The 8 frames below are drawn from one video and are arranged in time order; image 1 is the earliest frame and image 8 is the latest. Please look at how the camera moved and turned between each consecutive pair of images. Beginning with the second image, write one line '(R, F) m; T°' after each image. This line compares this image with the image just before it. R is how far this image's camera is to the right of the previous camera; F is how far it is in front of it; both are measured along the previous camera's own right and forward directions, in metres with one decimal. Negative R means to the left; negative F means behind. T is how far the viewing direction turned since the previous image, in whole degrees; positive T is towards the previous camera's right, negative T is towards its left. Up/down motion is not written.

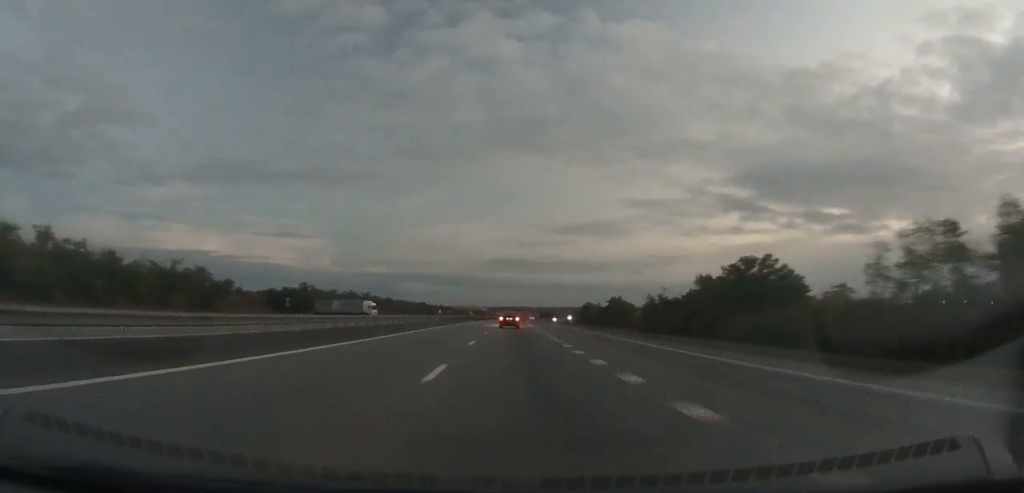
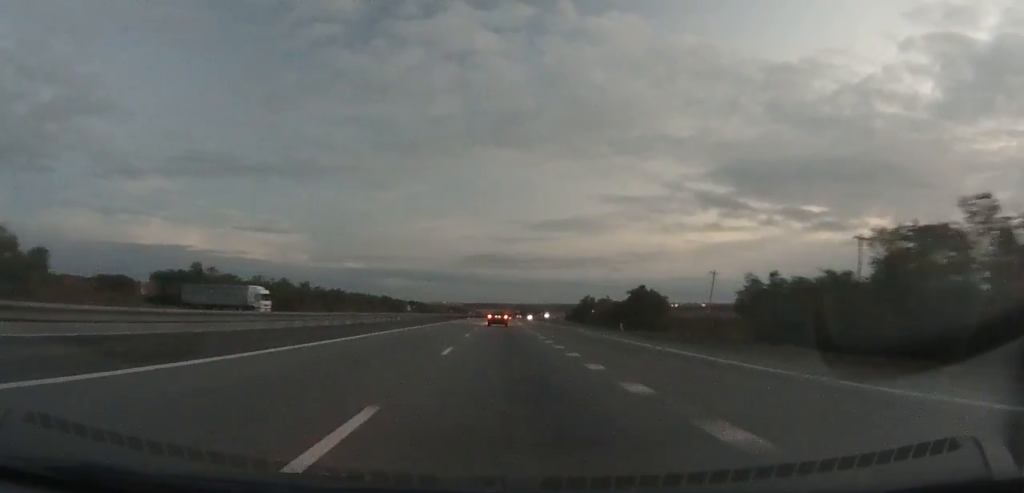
(+0.7, +47.6) m; +1°
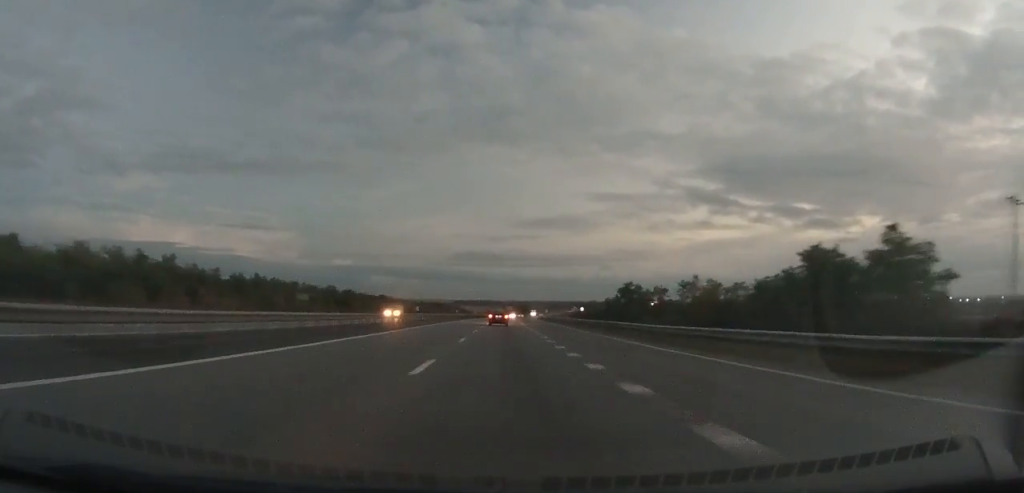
(+0.9, +70.0) m; +1°
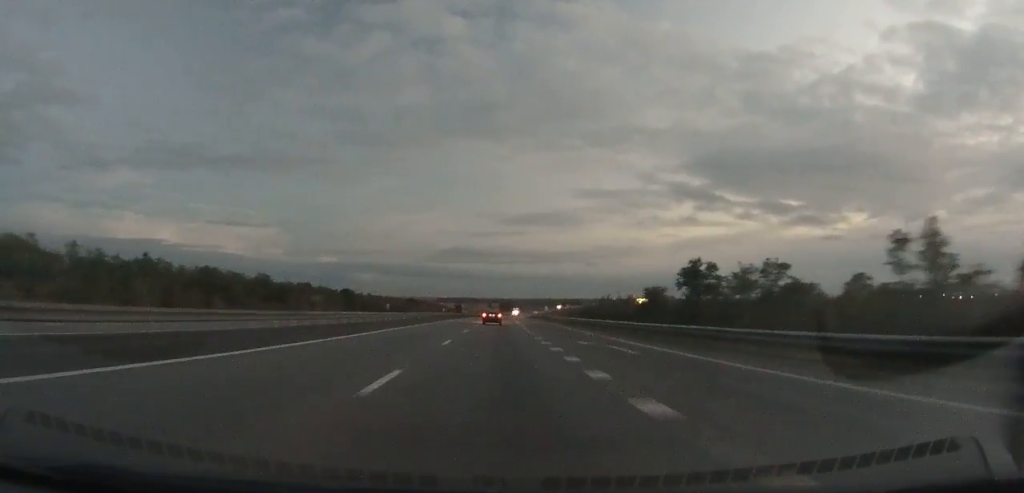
(+0.3, +48.1) m; +1°
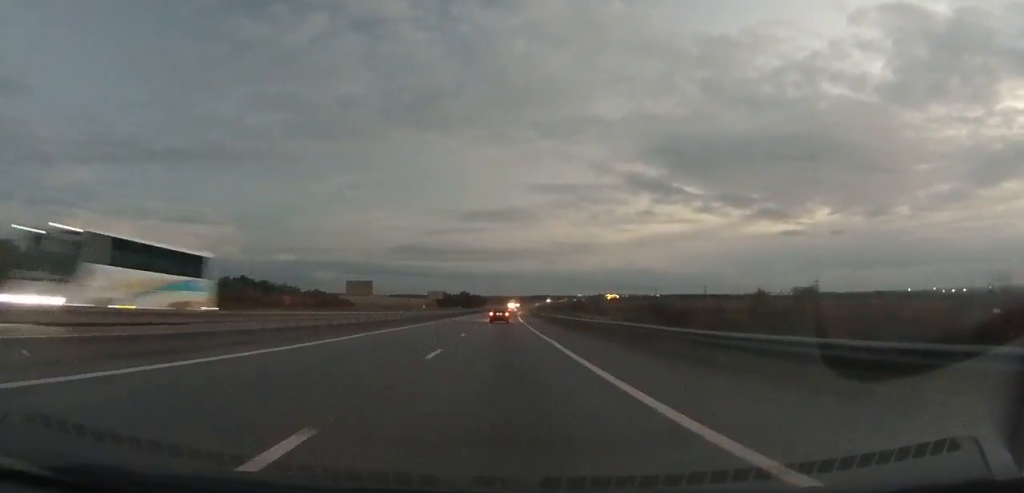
(+7.9, +216.7) m; +4°
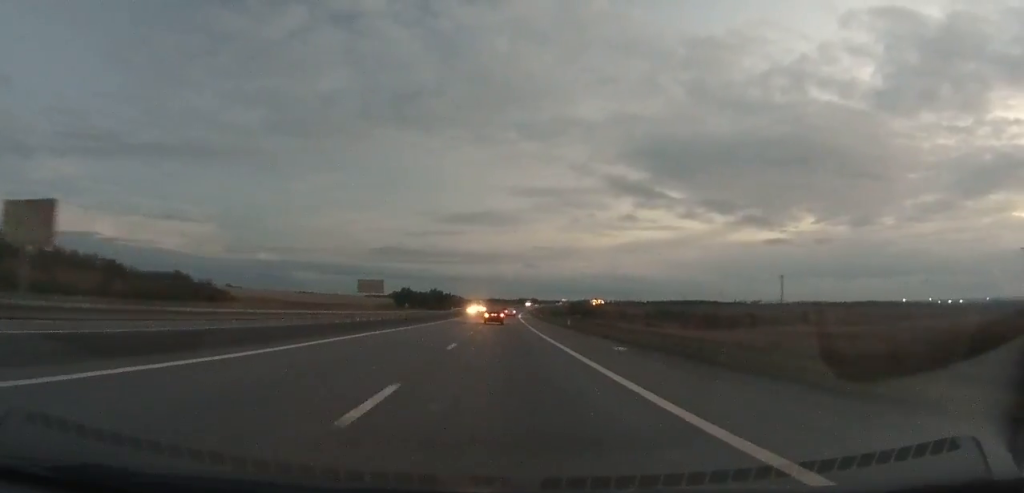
(+0.9, +91.8) m; +1°
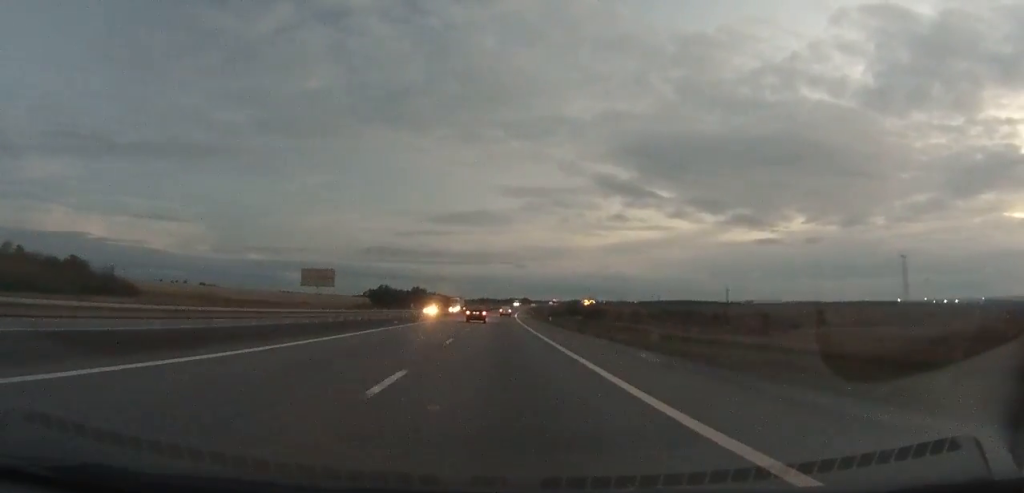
(+0.1, +35.5) m; +1°
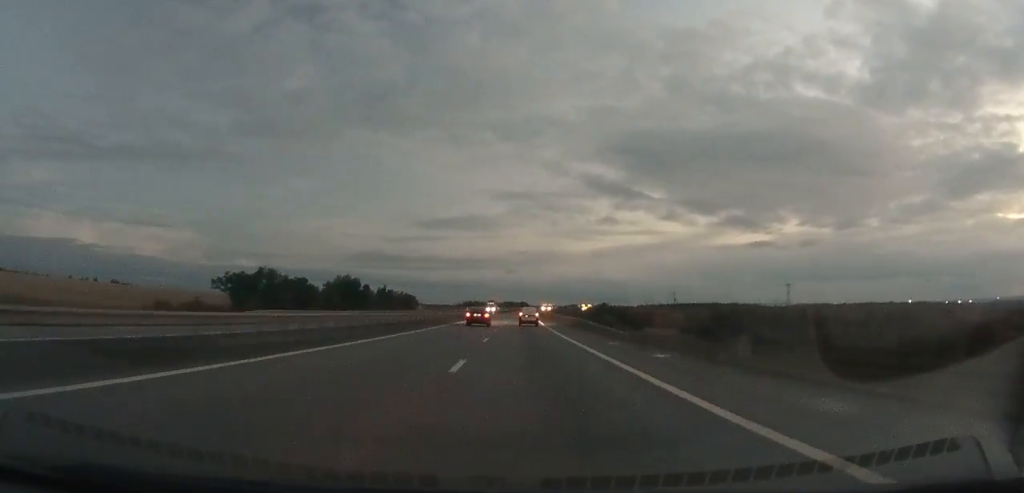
(+2.1, +126.1) m; +2°
